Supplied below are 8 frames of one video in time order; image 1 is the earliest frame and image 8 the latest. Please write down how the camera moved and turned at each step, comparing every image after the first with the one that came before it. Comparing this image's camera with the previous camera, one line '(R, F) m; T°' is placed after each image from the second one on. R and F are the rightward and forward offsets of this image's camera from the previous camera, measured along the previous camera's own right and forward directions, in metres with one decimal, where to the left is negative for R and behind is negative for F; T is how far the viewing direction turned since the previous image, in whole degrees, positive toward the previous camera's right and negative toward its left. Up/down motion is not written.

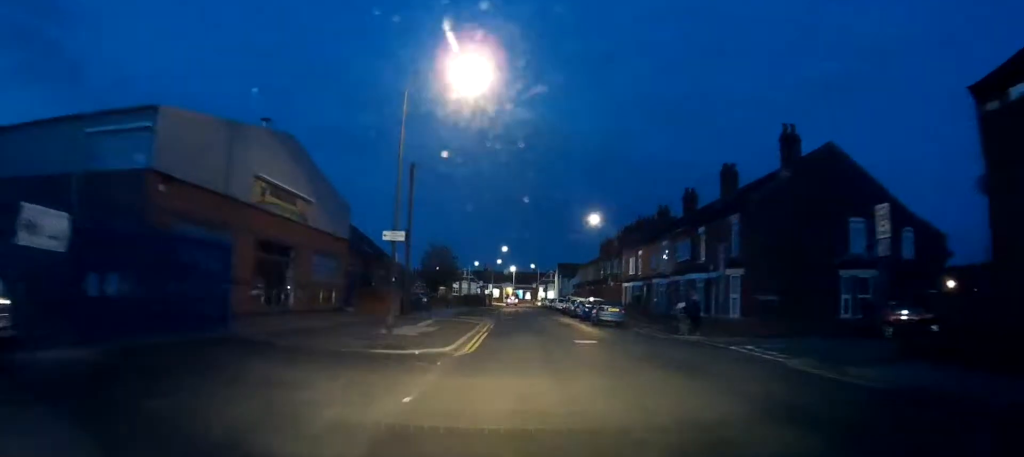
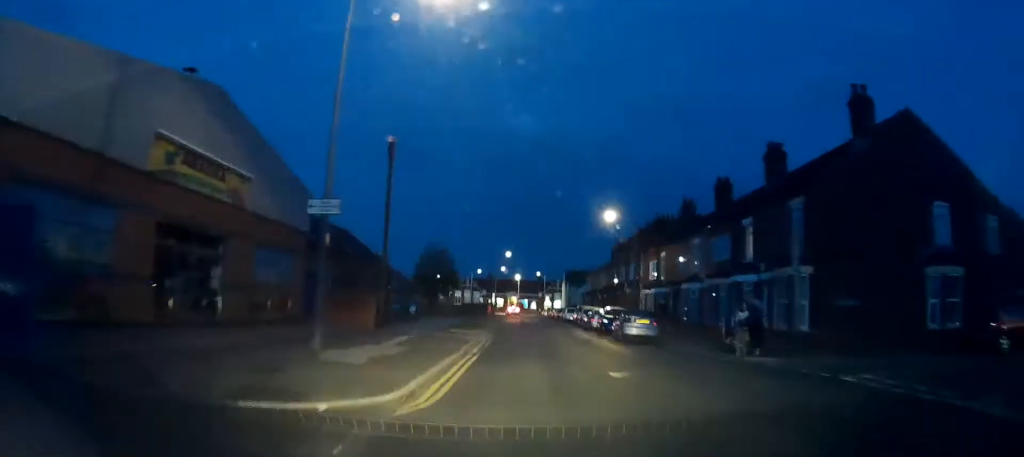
(-0.1, +6.9) m; +1°
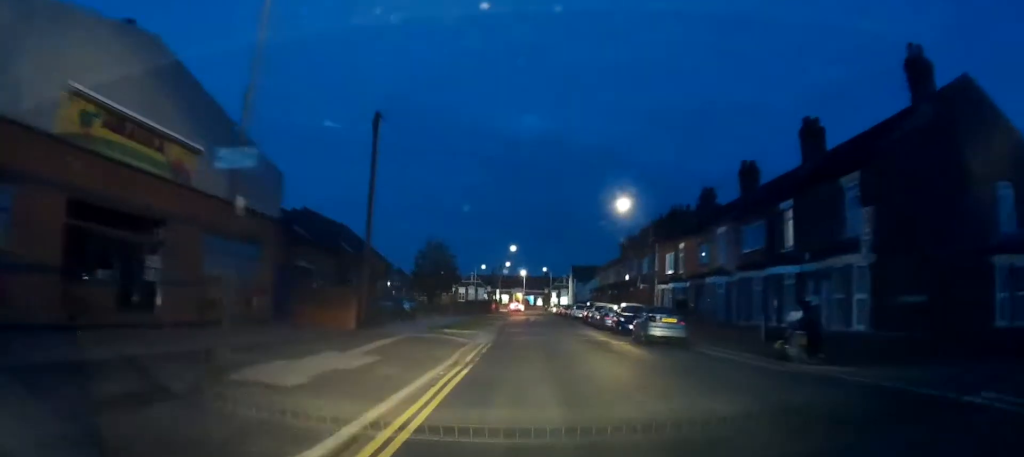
(0.0, +3.9) m; 0°
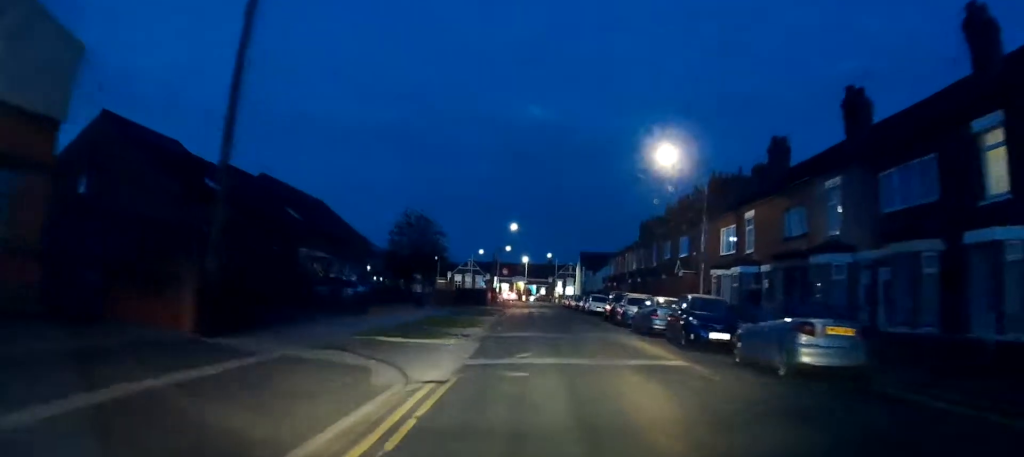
(-0.4, +12.6) m; -5°
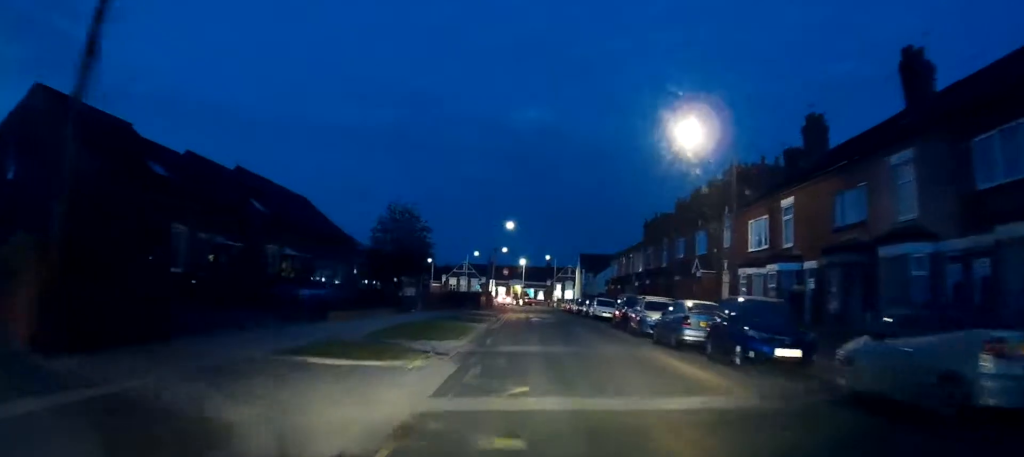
(-0.2, +4.9) m; 0°
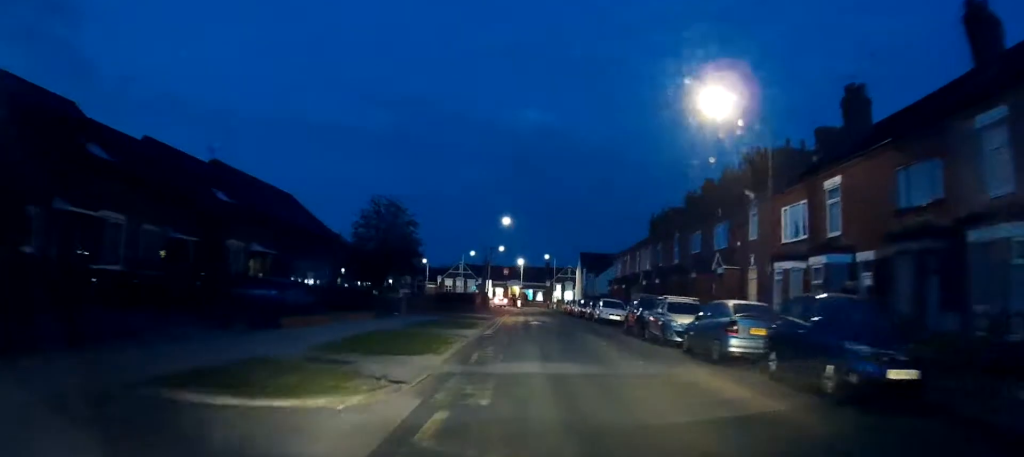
(+0.2, +4.2) m; +2°
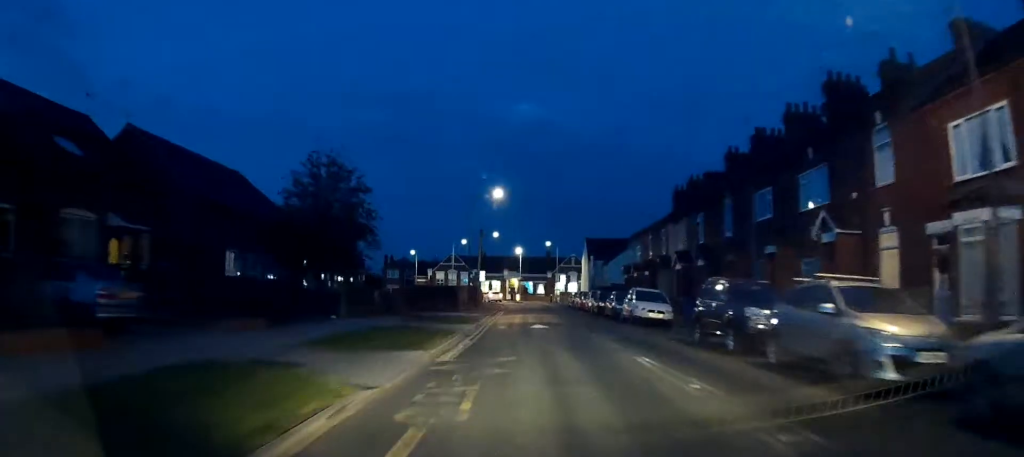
(+0.2, +11.8) m; +2°
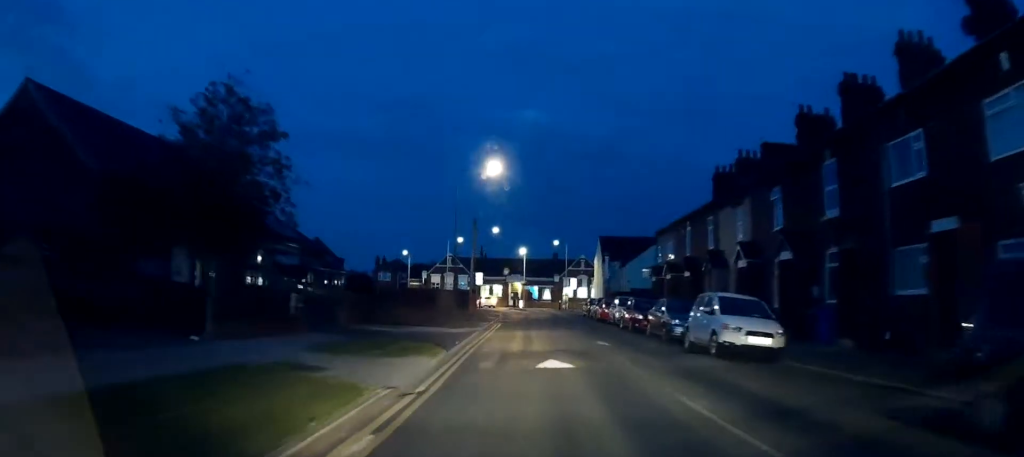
(+0.3, +11.1) m; 0°
